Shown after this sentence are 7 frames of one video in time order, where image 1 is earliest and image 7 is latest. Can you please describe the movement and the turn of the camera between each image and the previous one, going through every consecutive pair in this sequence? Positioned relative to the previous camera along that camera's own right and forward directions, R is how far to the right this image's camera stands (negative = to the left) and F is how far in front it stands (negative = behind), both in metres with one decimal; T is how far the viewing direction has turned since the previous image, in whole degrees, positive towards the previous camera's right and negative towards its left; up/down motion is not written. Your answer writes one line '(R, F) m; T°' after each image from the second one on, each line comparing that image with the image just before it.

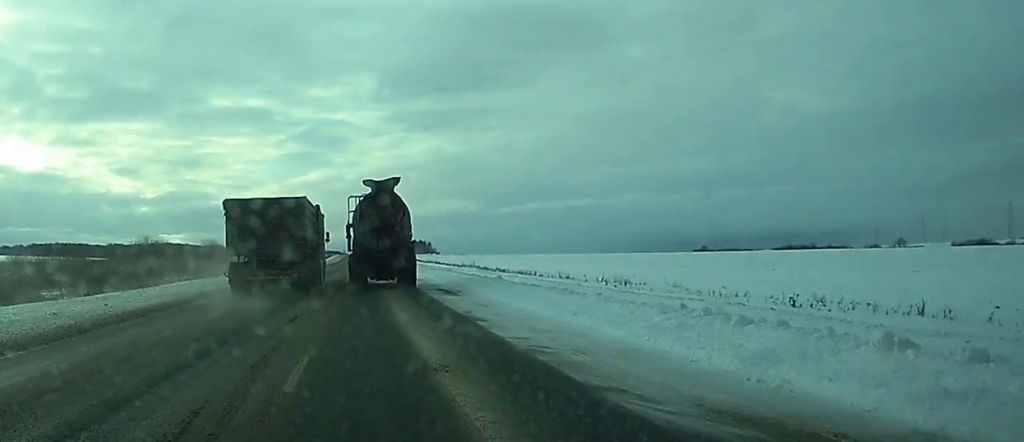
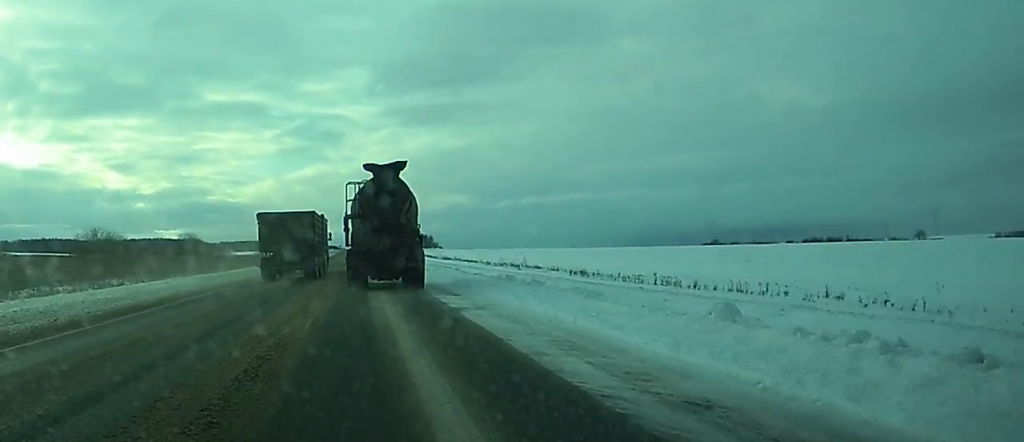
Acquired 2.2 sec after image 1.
(+0.7, +42.2) m; +1°
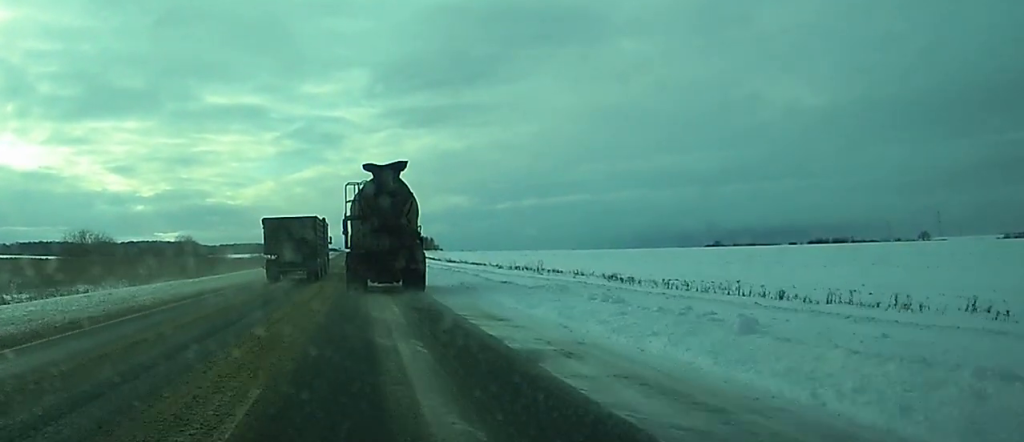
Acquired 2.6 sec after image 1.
(0.0, +8.3) m; 0°
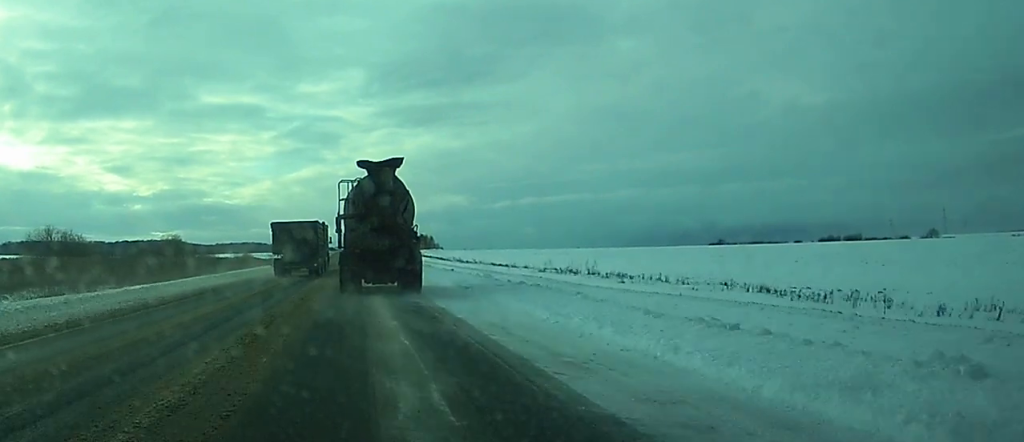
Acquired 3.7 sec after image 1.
(0.0, +19.5) m; 0°
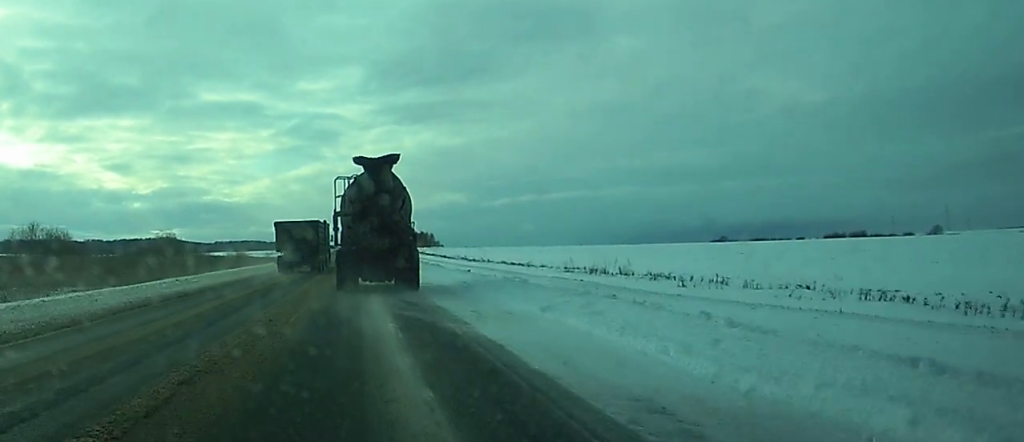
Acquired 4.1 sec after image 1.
(+0.1, +8.0) m; 0°
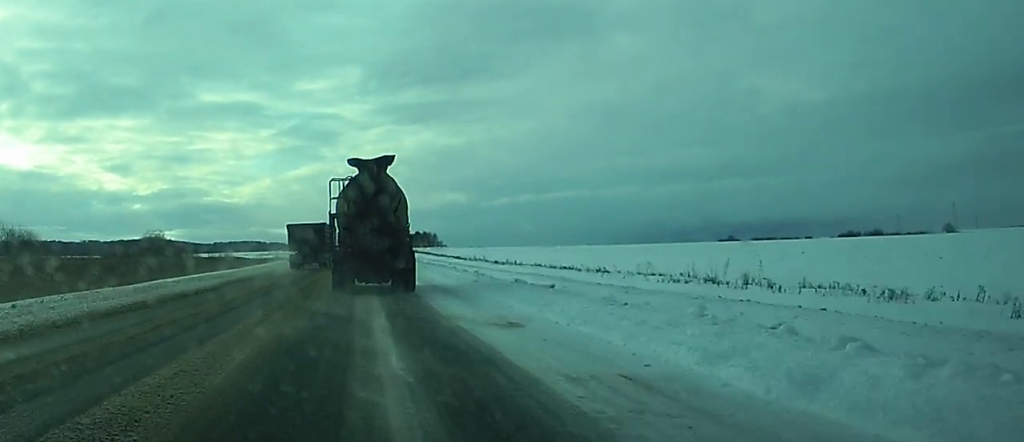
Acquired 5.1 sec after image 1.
(+0.1, +18.6) m; 0°
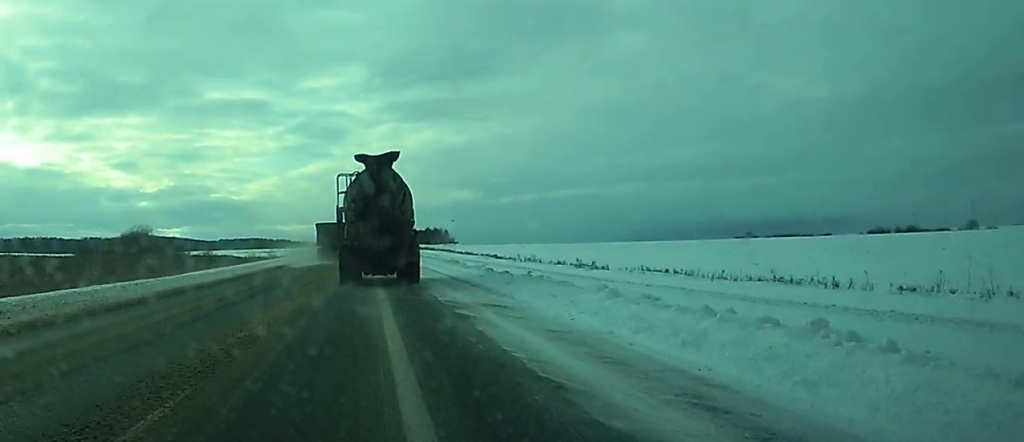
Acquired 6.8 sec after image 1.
(-0.1, +28.0) m; -1°
